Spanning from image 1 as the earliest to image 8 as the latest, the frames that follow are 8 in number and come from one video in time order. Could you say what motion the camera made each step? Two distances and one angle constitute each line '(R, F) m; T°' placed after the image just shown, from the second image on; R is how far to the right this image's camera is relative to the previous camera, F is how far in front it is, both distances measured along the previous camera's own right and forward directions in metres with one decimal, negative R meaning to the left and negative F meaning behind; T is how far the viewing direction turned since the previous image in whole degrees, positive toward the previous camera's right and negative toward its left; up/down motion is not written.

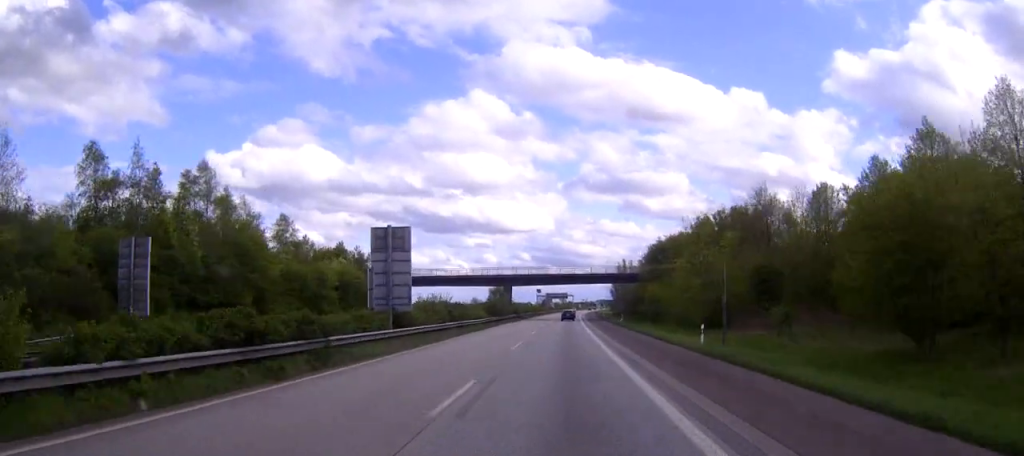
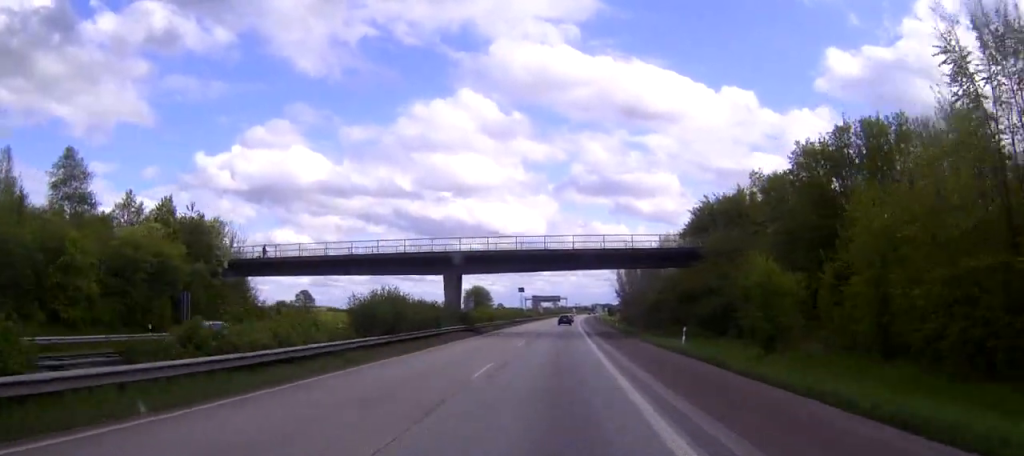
(+0.2, +46.1) m; 0°
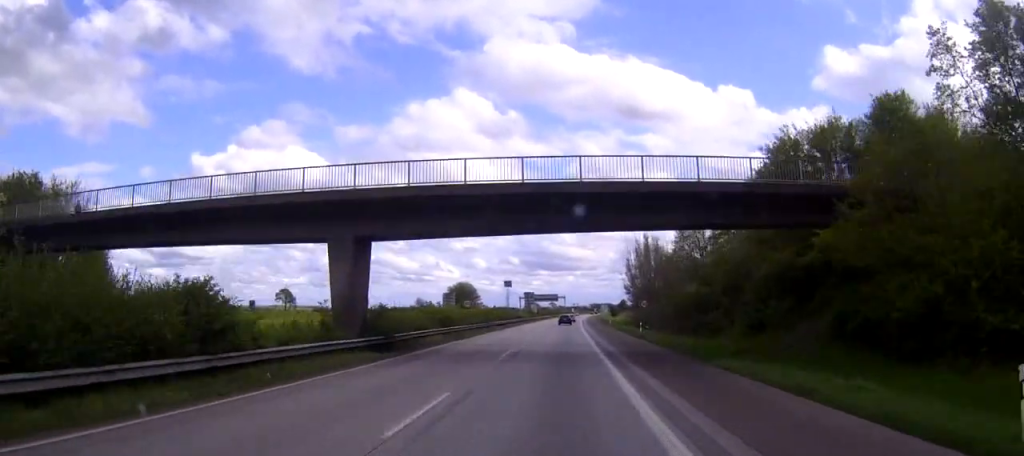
(+0.1, +28.4) m; 0°
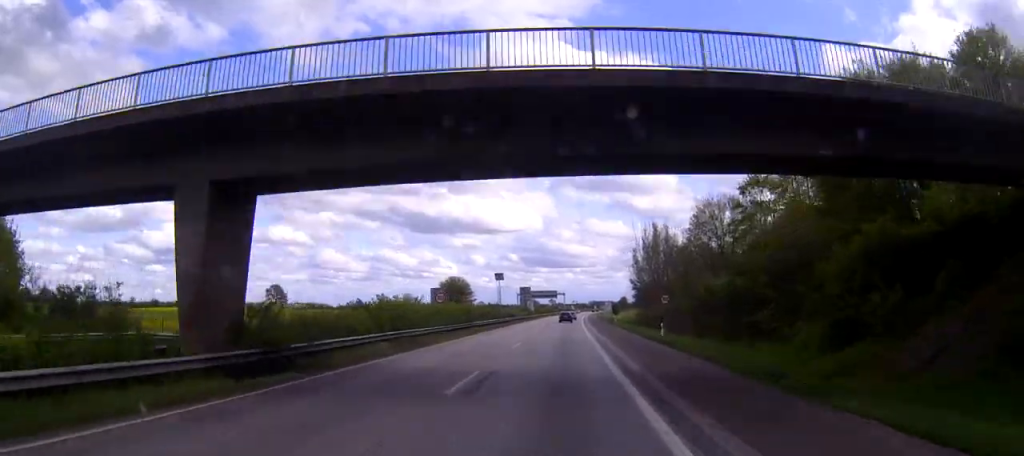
(0.0, +12.8) m; 0°
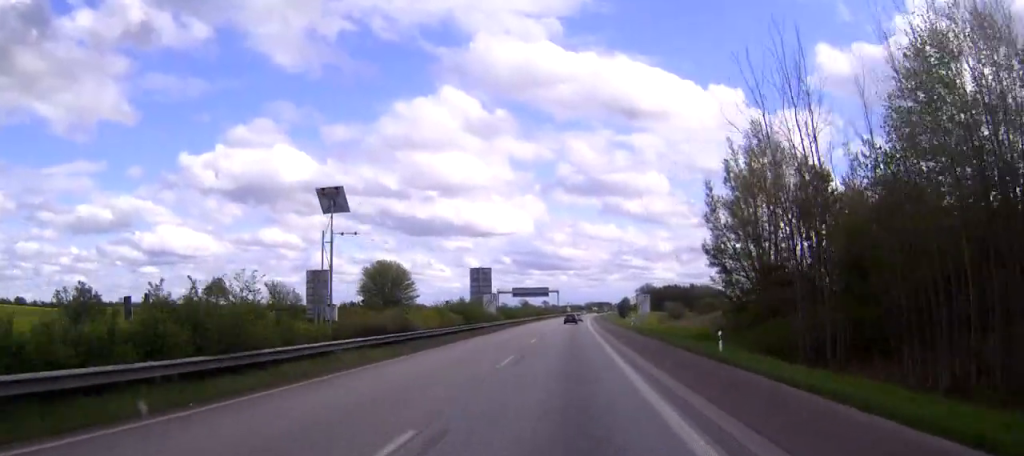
(+0.2, +65.6) m; +1°
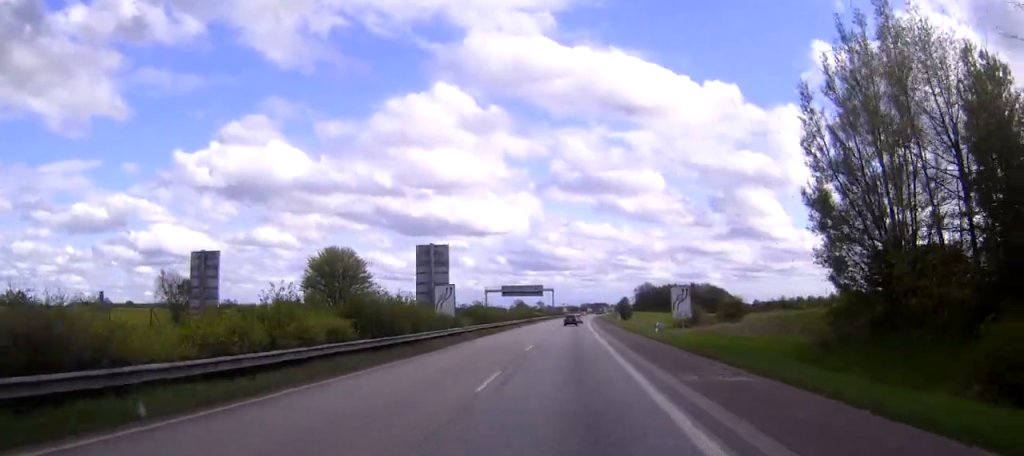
(0.0, +23.8) m; 0°
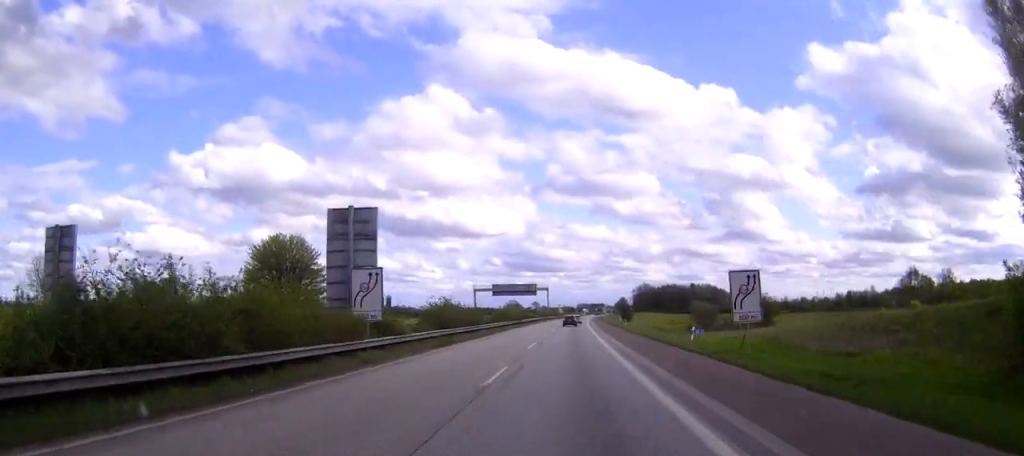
(0.0, +16.8) m; 0°
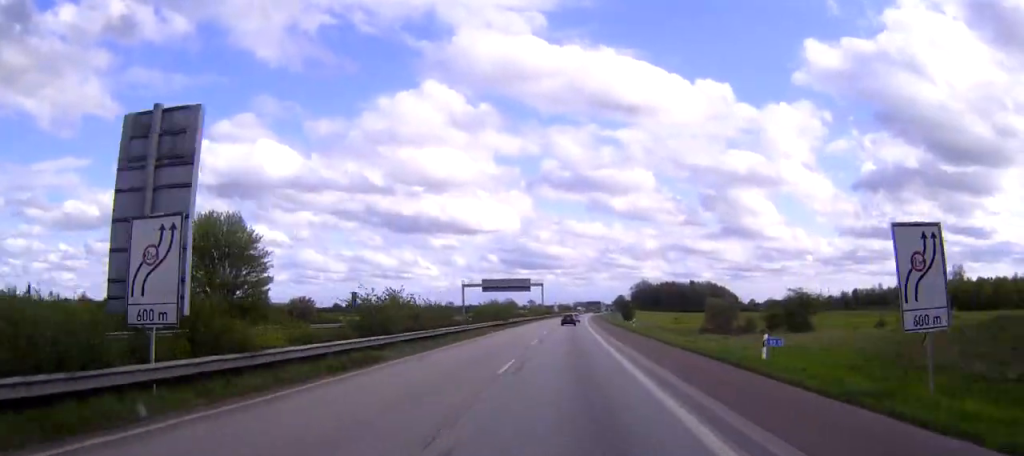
(0.0, +14.8) m; 0°
